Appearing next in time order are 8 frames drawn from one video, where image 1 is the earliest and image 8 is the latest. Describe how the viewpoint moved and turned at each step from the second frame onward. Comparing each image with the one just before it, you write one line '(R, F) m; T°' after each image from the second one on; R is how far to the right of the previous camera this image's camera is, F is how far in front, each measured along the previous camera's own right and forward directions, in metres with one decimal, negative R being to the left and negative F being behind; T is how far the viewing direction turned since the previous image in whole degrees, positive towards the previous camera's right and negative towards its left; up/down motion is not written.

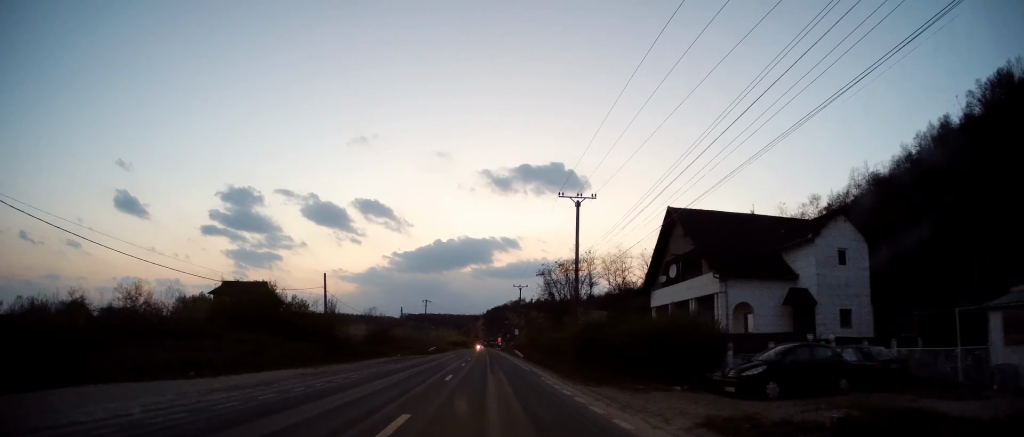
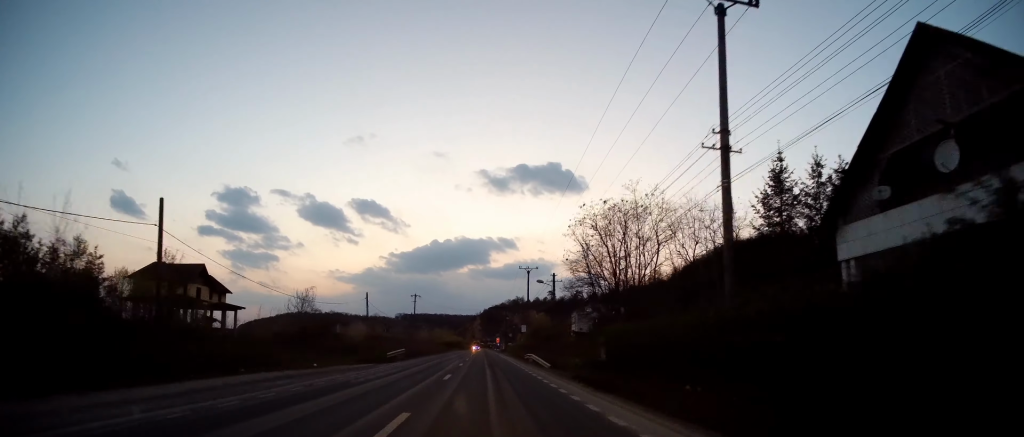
(-0.3, +24.0) m; 0°
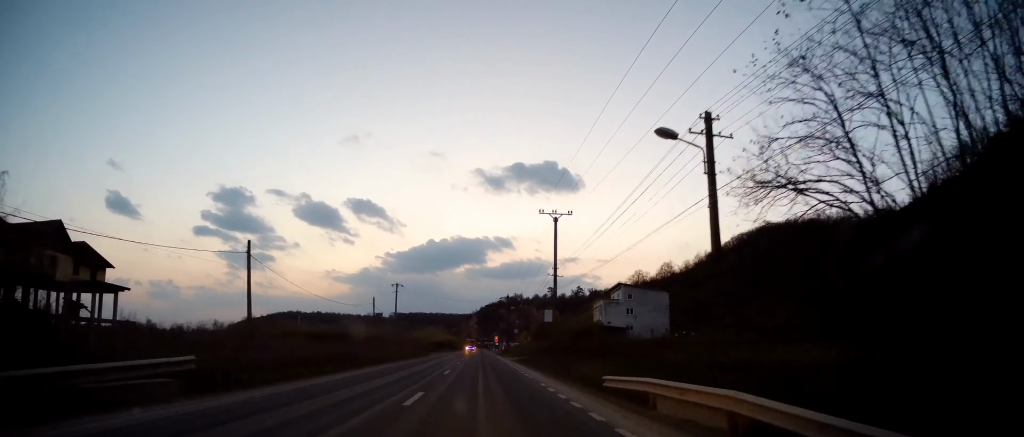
(+0.3, +32.2) m; 0°
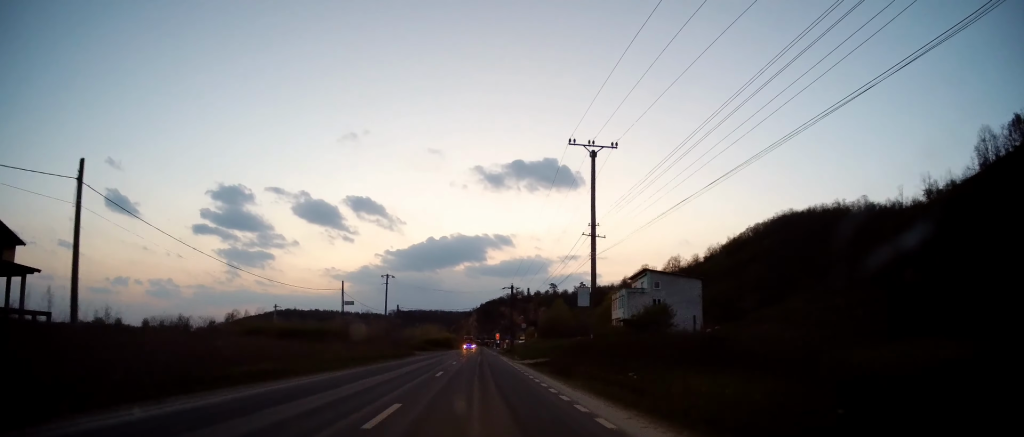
(-0.2, +15.5) m; 0°
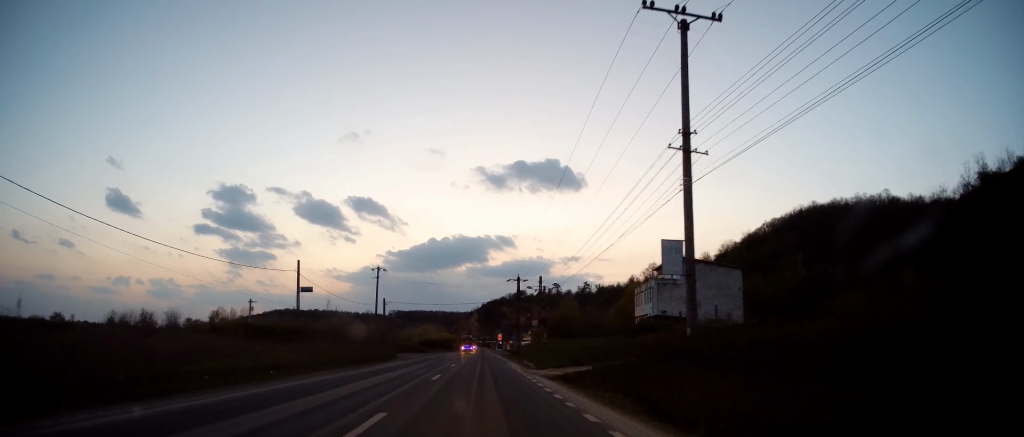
(-0.1, +13.6) m; 0°
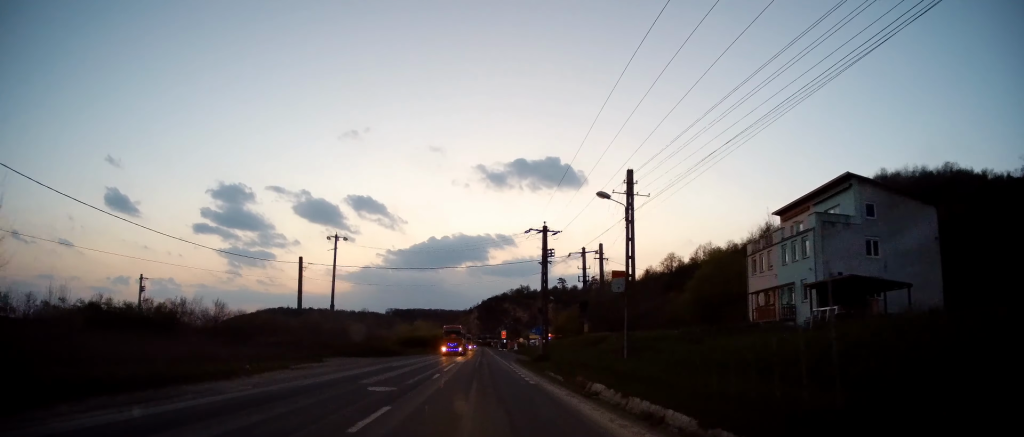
(+0.1, +35.7) m; 0°
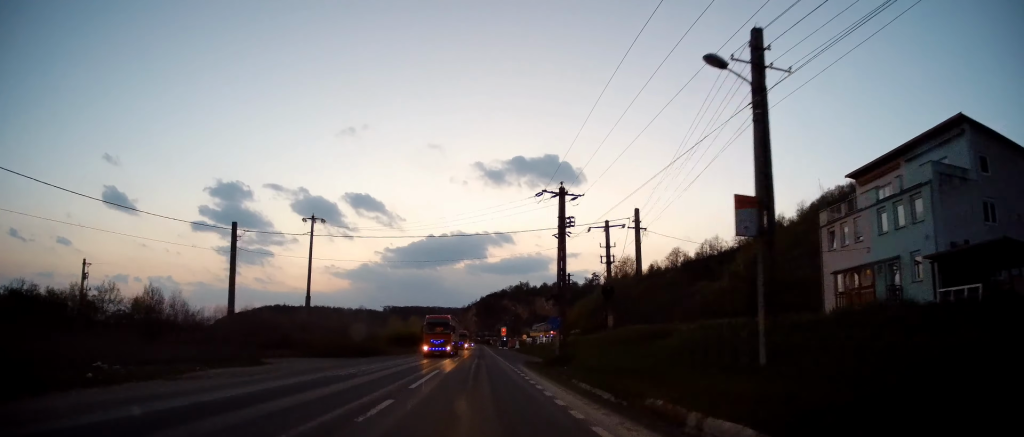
(0.0, +11.5) m; 0°
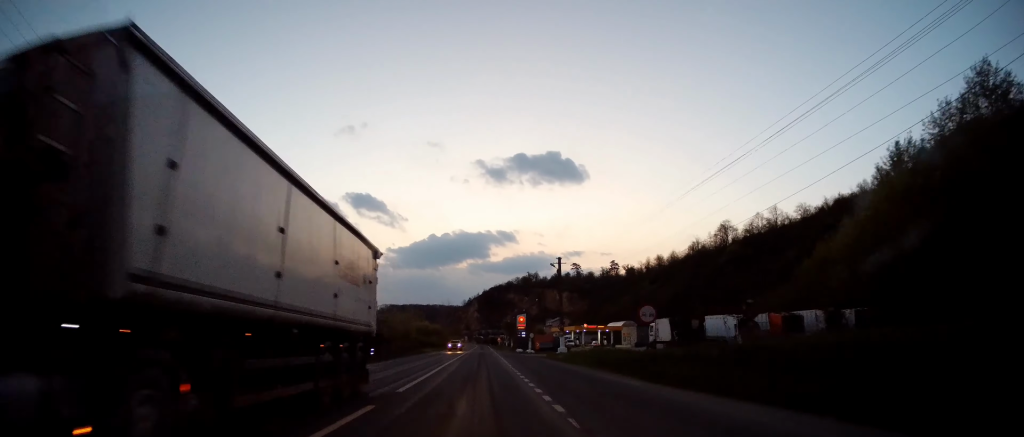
(+0.5, +62.4) m; 0°
